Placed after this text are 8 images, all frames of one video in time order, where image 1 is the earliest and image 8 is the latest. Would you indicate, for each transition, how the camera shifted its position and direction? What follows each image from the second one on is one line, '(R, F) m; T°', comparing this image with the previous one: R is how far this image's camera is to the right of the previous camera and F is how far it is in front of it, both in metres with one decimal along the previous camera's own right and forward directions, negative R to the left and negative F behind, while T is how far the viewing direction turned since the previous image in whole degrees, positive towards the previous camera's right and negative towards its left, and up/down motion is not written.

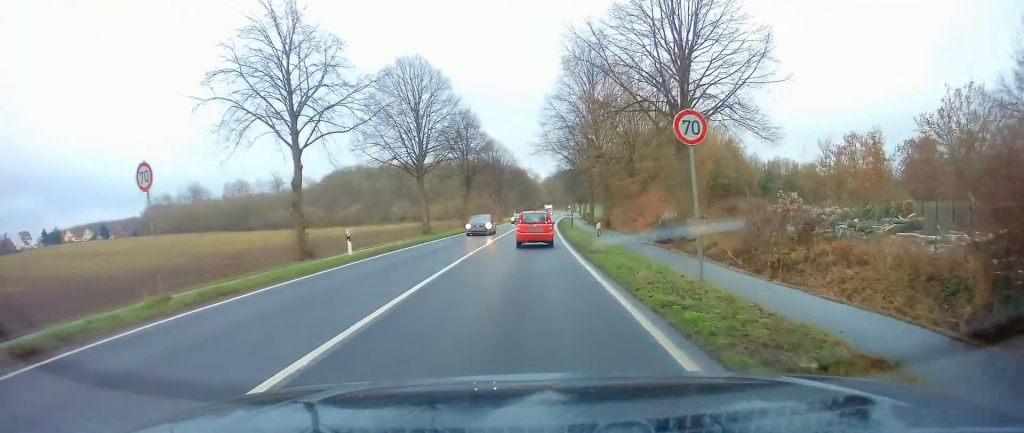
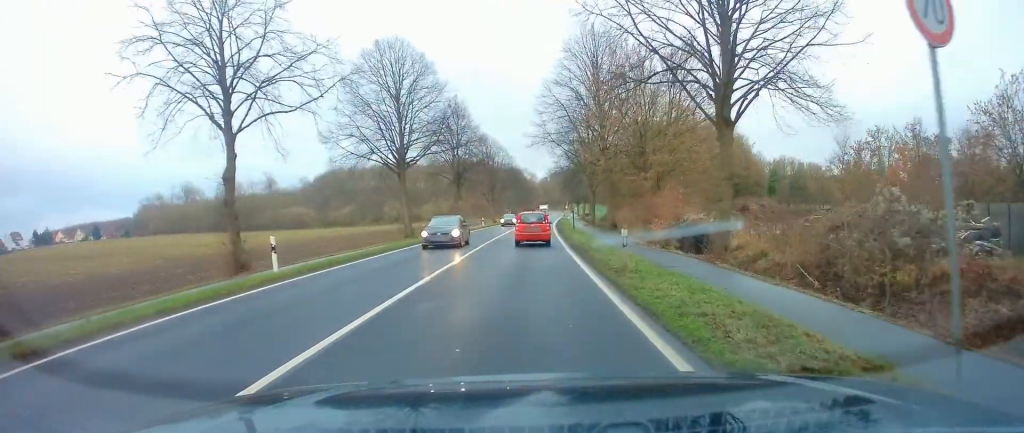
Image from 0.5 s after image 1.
(0.0, +6.2) m; 0°
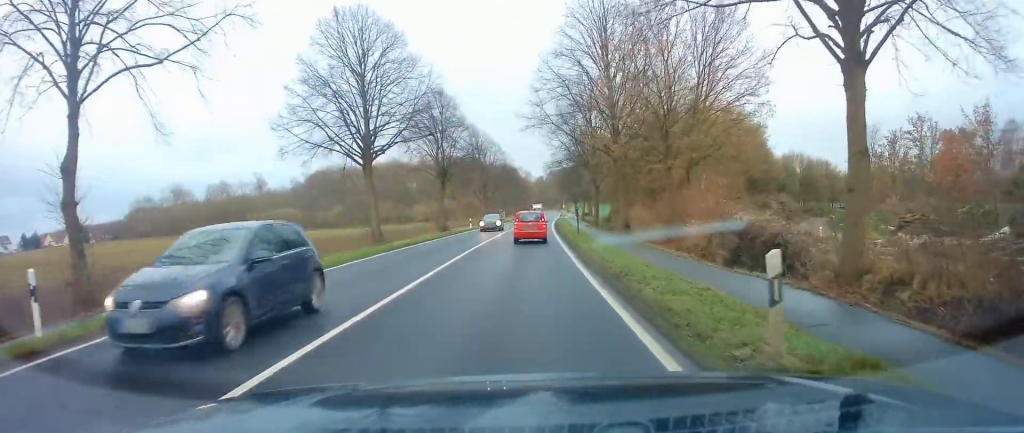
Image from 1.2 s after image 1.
(0.0, +8.6) m; 0°
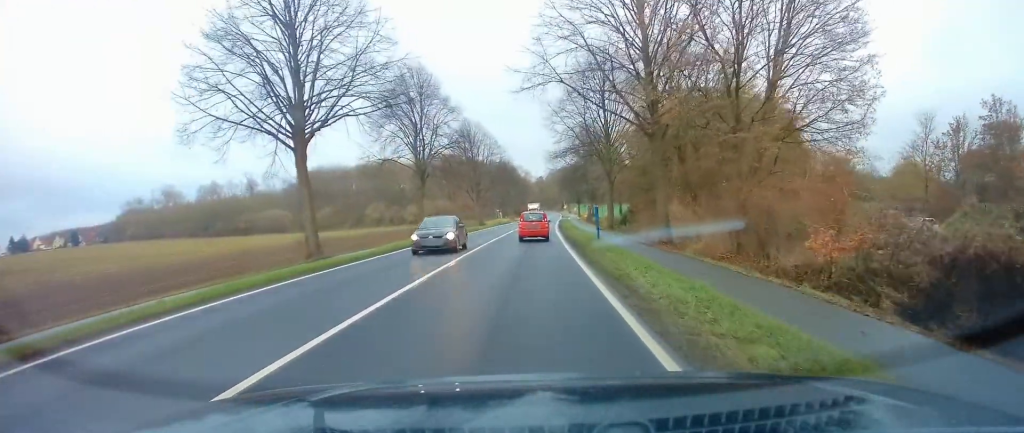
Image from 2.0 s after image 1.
(-0.1, +11.7) m; 0°
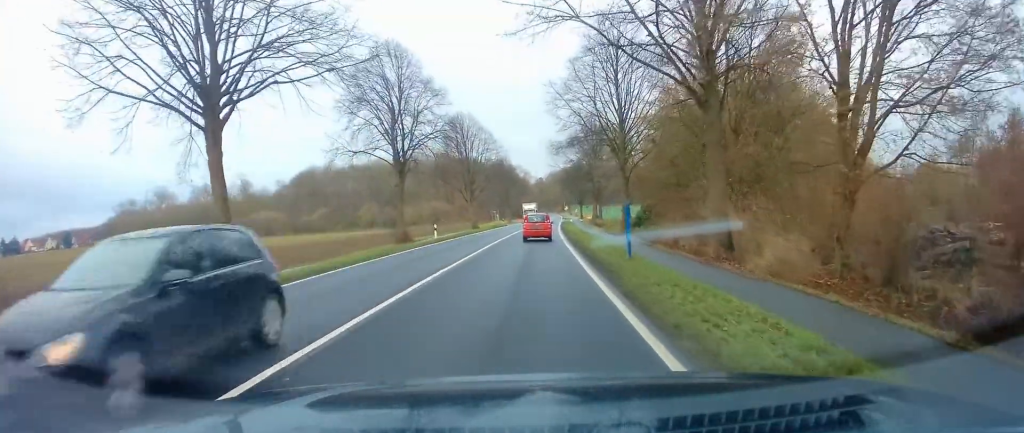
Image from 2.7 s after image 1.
(+0.2, +8.4) m; +1°
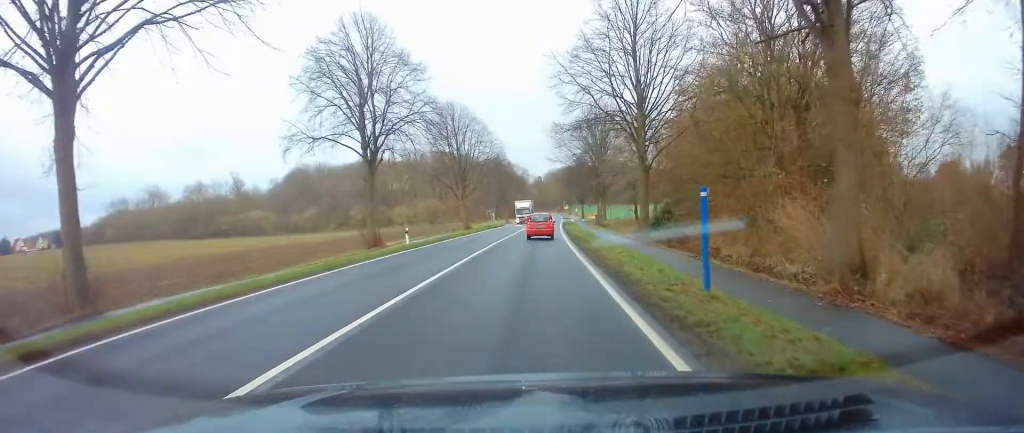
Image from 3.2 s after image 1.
(+0.1, +8.1) m; +1°
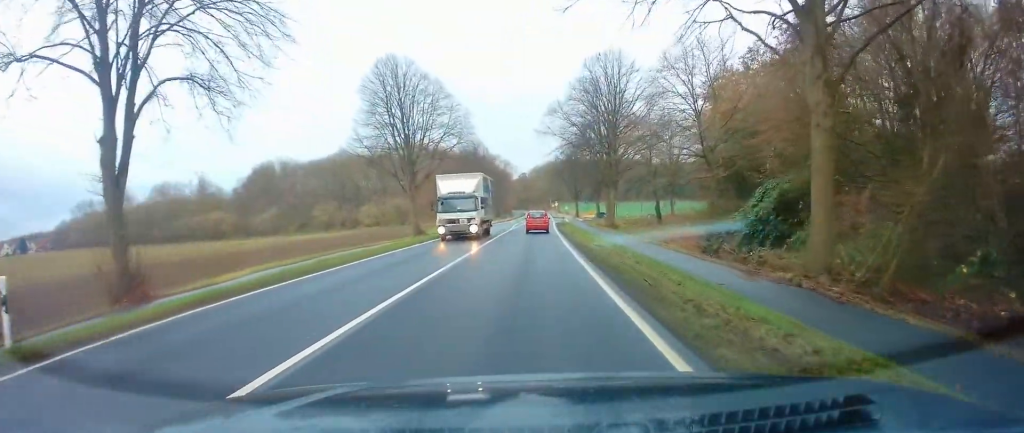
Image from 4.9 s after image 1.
(+0.6, +23.8) m; +1°
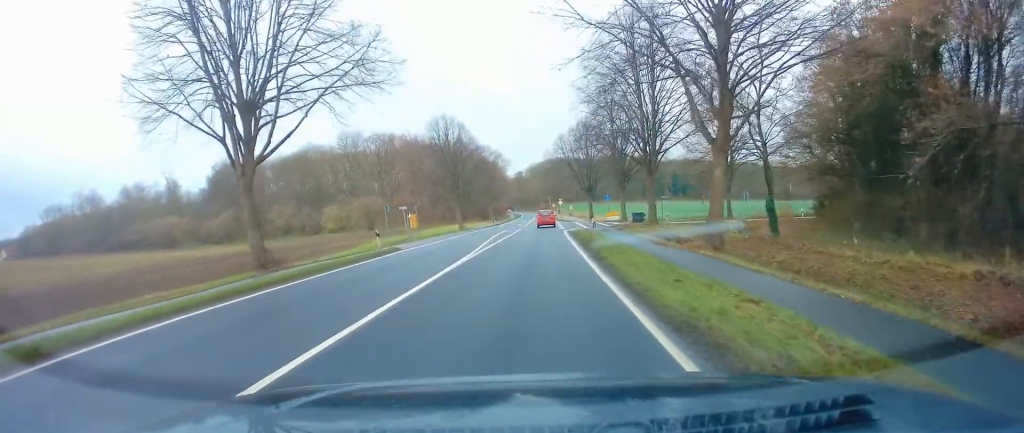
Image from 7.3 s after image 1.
(+0.1, +30.1) m; 0°
